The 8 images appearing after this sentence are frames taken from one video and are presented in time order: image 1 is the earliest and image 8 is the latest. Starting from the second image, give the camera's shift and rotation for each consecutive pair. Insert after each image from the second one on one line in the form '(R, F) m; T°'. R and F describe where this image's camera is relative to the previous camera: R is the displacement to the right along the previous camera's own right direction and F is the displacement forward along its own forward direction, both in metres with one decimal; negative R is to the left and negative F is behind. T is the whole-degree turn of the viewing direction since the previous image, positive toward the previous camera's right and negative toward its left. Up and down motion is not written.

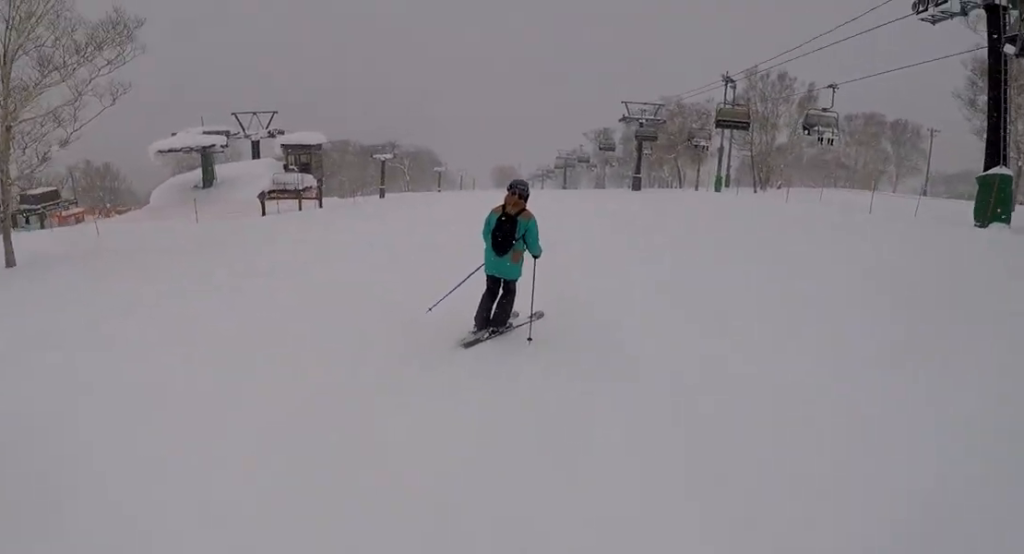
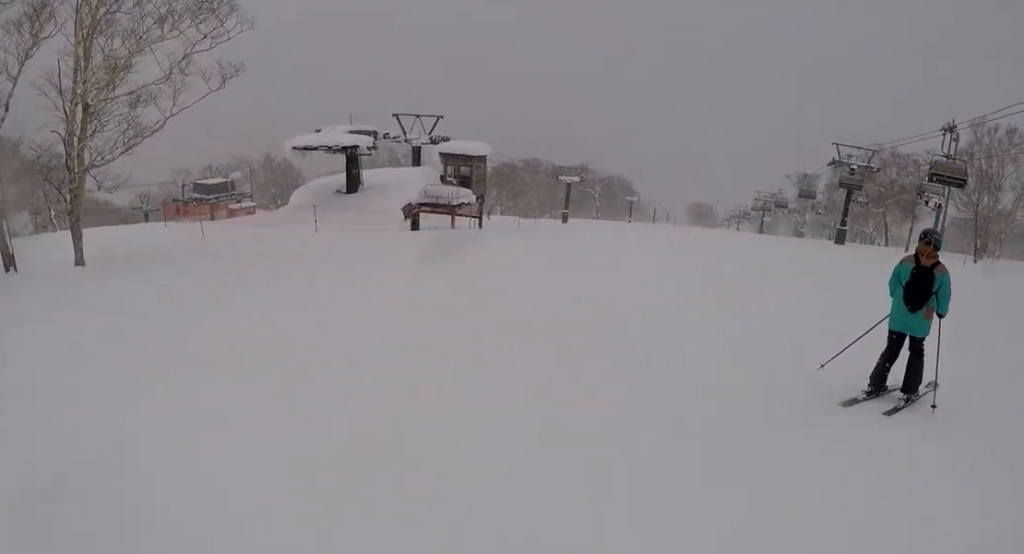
(-1.5, +5.9) m; -9°
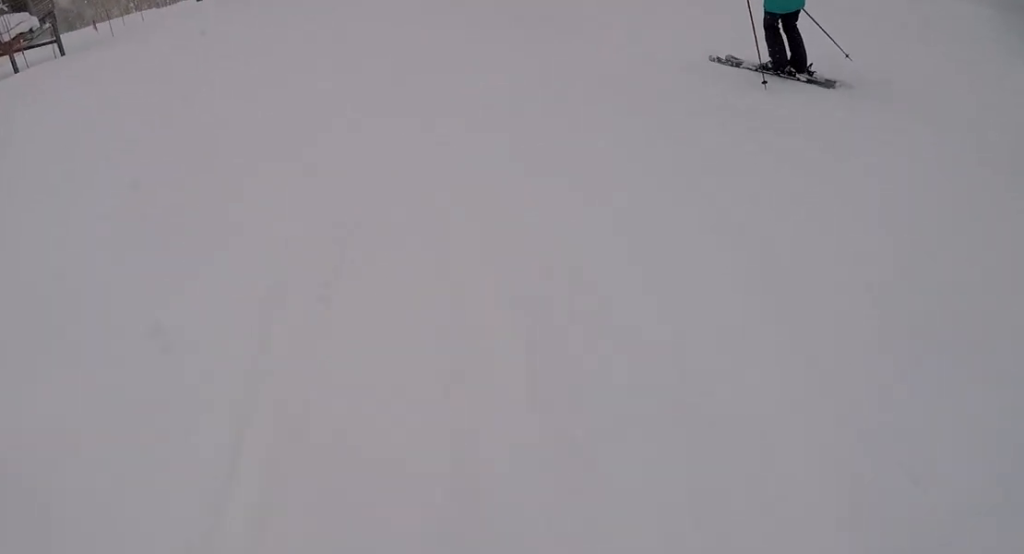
(+1.0, +8.8) m; -1°
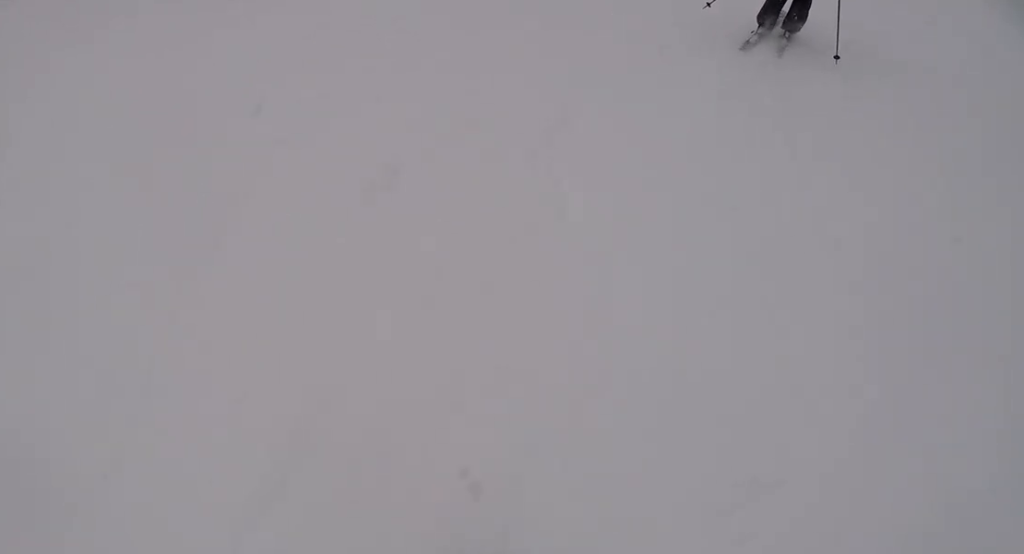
(-3.1, +10.4) m; -16°
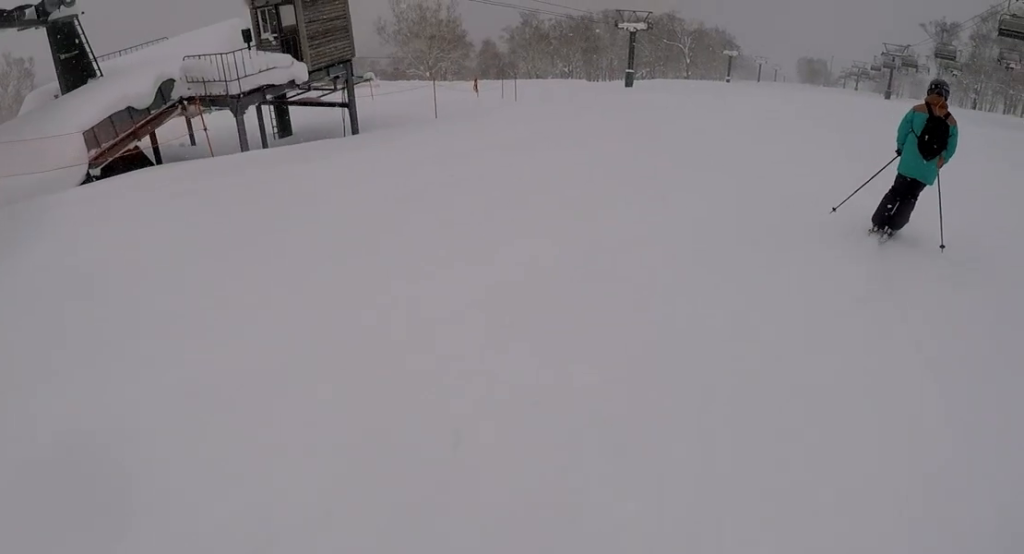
(-0.6, +3.6) m; +15°
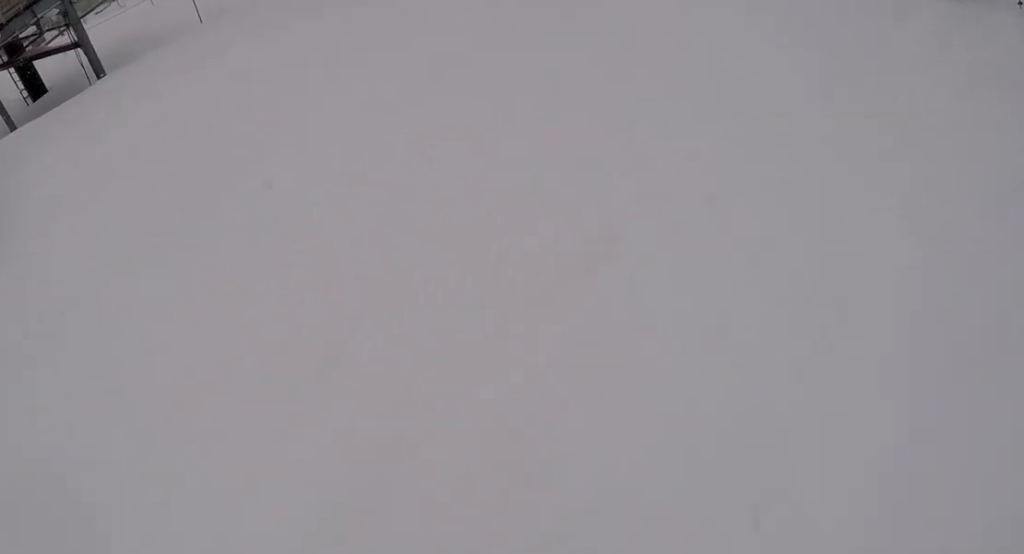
(+2.0, +4.1) m; +15°
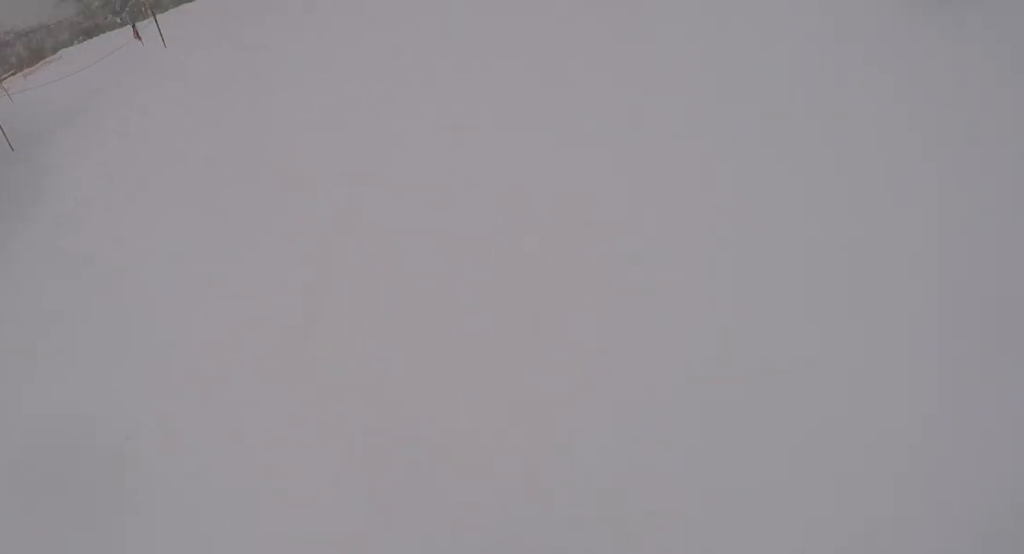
(+0.2, +2.9) m; +2°
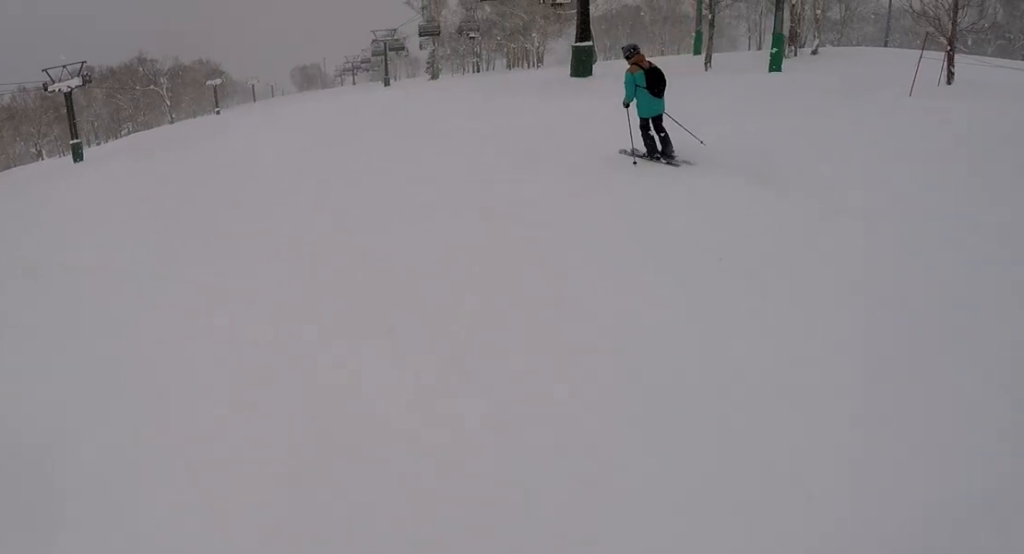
(-0.7, +6.9) m; -10°
